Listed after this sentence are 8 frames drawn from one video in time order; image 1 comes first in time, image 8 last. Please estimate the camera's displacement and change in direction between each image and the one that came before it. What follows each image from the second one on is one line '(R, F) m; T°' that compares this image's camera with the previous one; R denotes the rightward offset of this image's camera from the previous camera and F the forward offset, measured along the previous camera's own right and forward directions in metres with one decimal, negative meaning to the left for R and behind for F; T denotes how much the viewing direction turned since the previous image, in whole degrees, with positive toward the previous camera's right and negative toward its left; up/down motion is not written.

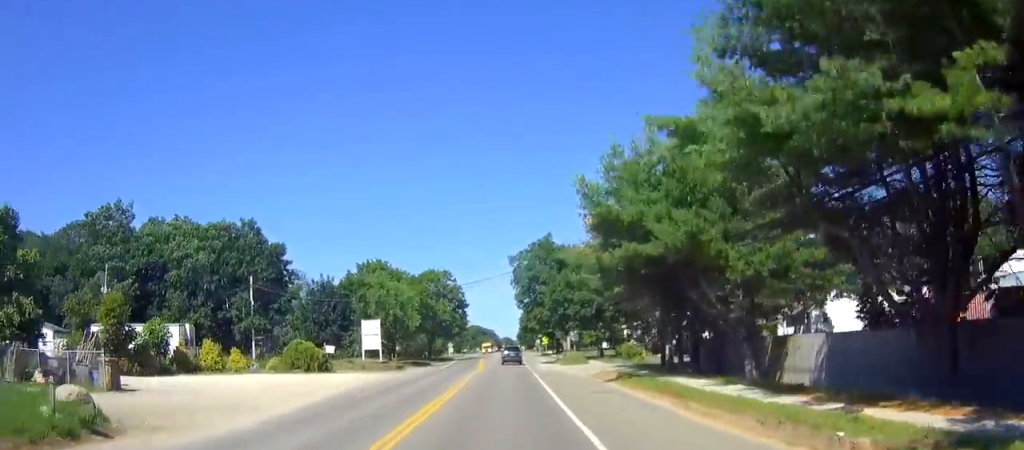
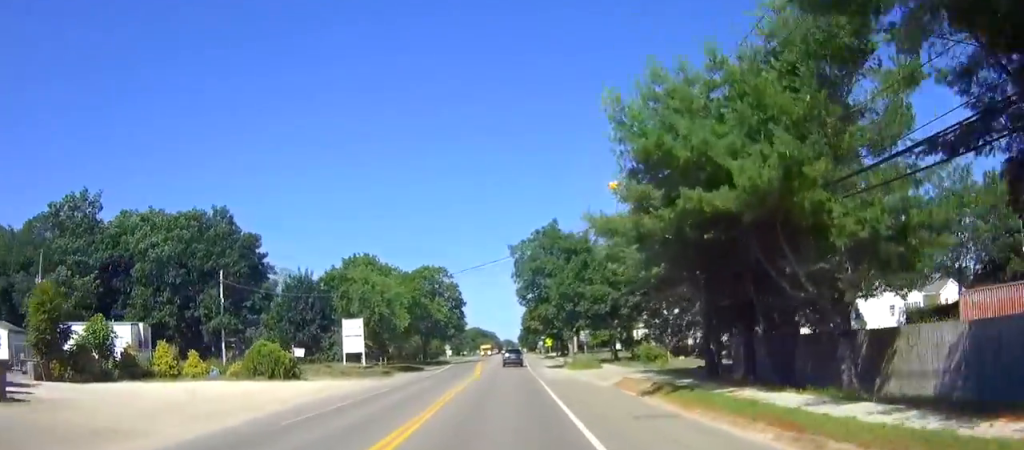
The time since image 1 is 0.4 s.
(0.0, +7.9) m; 0°
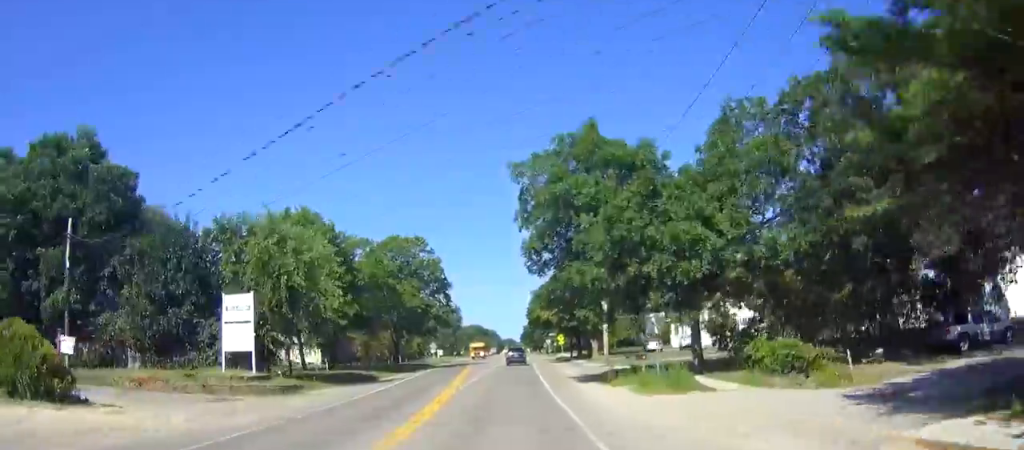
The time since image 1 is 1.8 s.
(0.0, +24.8) m; 0°
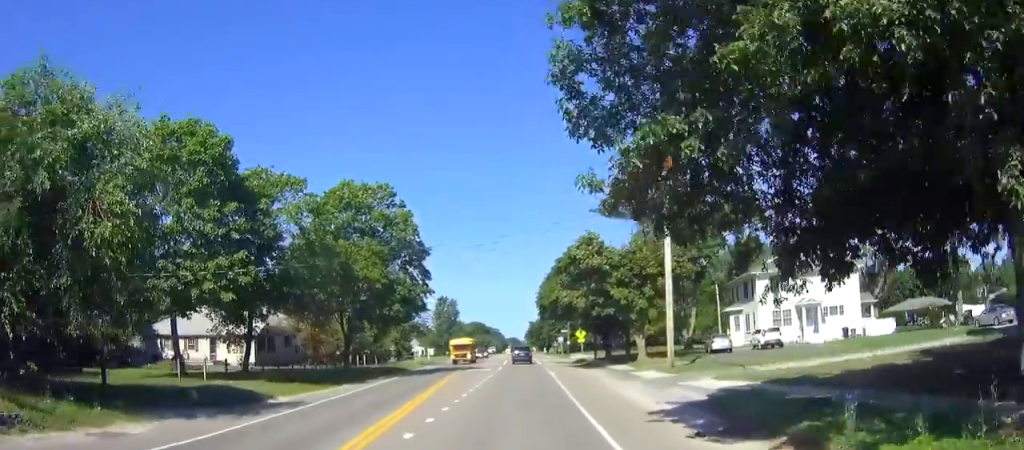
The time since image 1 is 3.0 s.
(0.0, +21.8) m; 0°
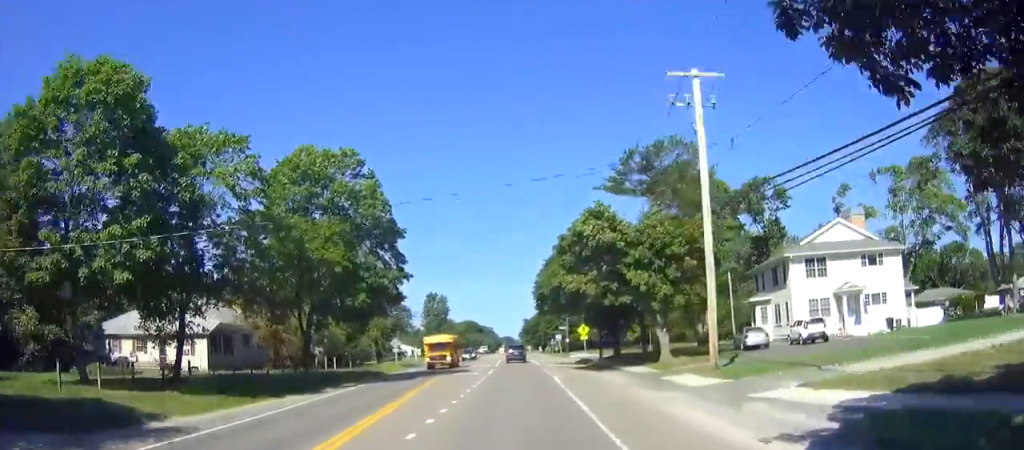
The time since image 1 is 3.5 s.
(0.0, +8.5) m; 0°
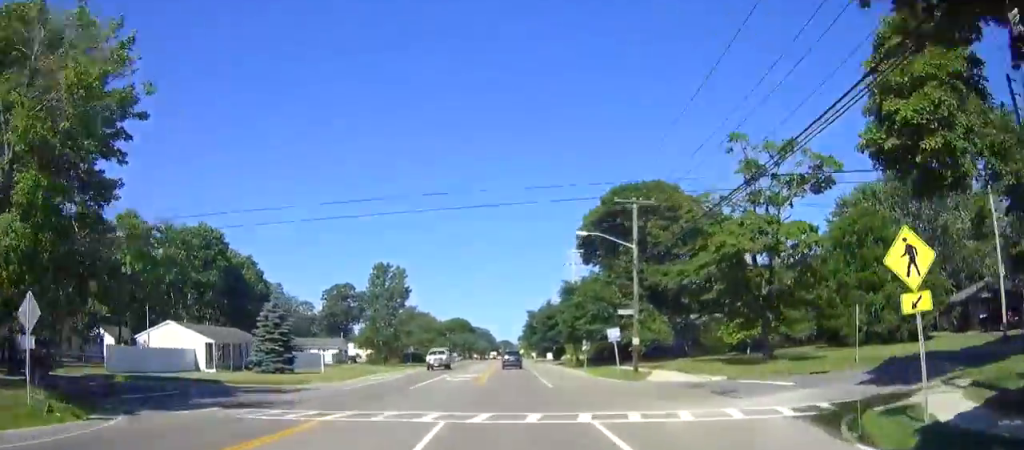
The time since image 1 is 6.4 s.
(+0.3, +52.8) m; +1°
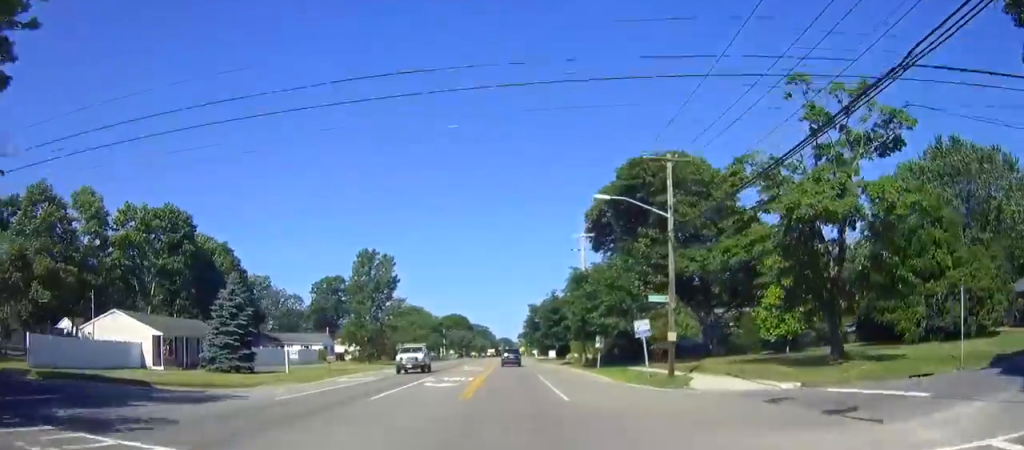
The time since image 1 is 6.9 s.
(0.0, +9.3) m; 0°
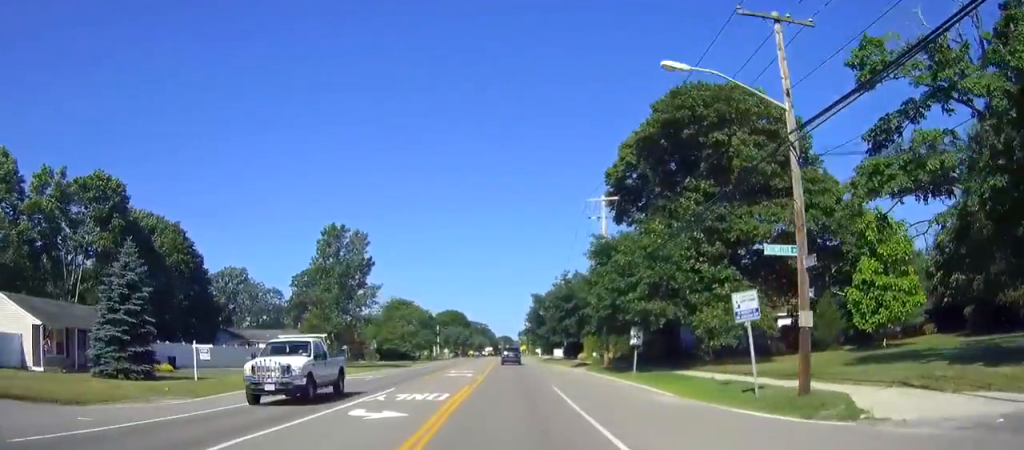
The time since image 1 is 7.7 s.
(0.0, +14.8) m; 0°
